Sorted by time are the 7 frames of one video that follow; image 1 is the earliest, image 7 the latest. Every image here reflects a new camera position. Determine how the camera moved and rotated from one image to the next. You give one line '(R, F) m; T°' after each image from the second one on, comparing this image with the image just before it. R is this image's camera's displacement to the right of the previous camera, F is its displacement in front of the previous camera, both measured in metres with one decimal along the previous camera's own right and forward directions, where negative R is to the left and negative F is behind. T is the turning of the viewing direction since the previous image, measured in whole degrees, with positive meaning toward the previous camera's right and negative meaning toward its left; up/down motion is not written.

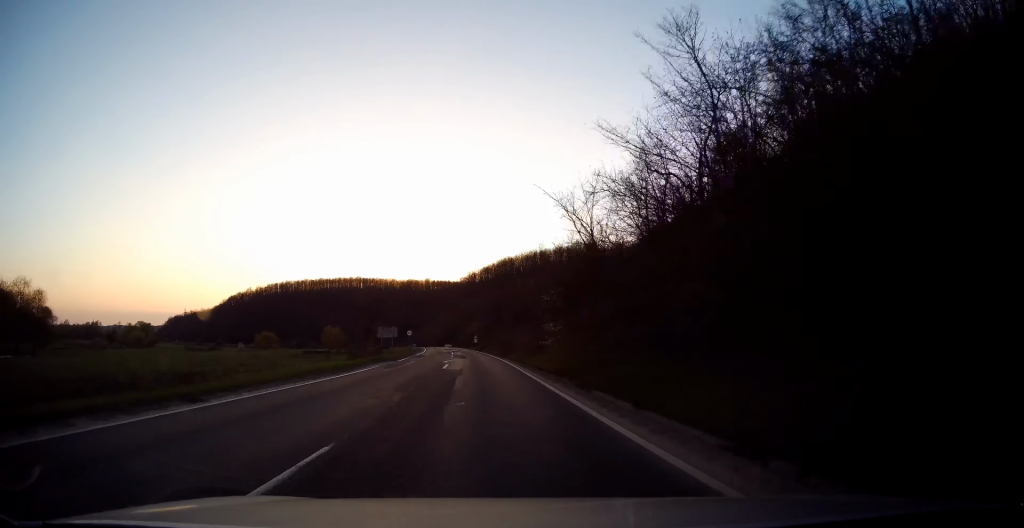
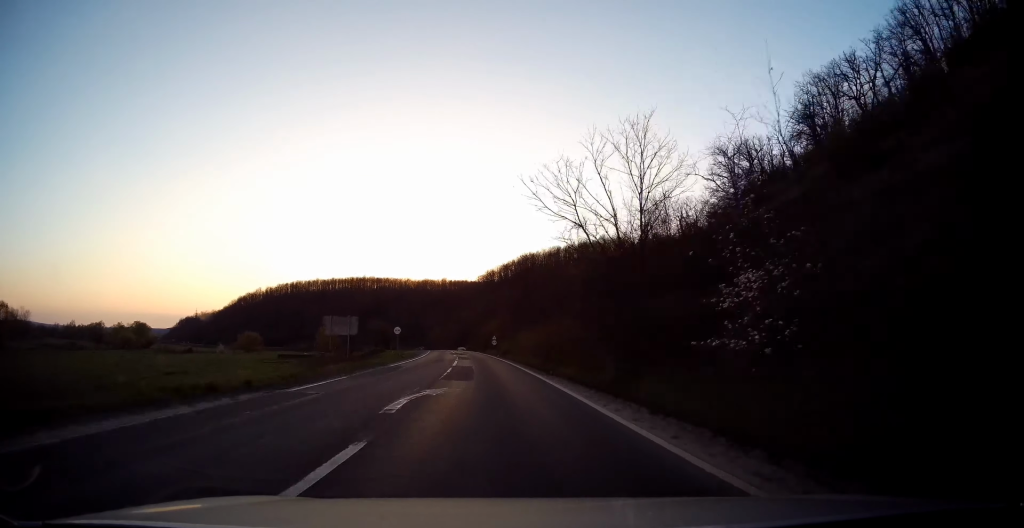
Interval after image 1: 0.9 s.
(-0.2, +23.4) m; -2°
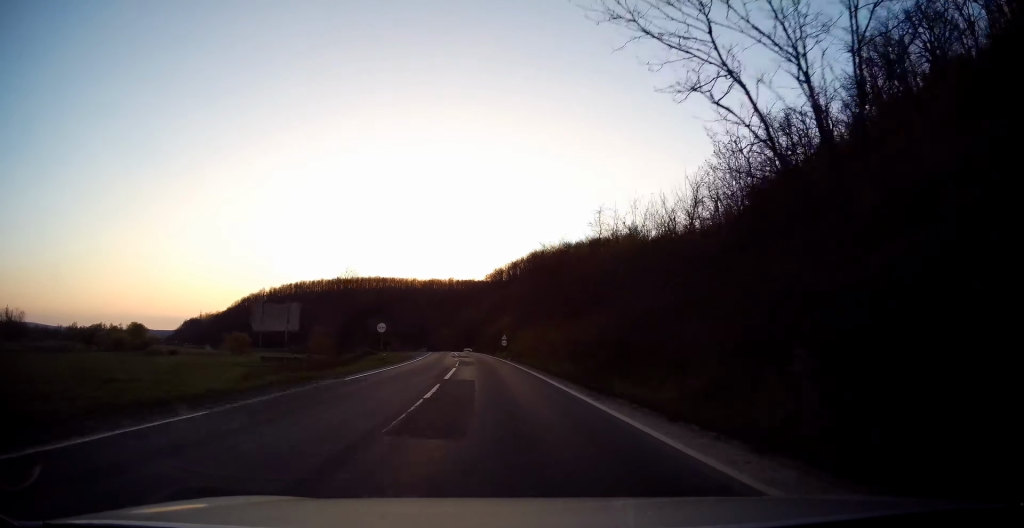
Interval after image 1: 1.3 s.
(-0.3, +11.2) m; -1°
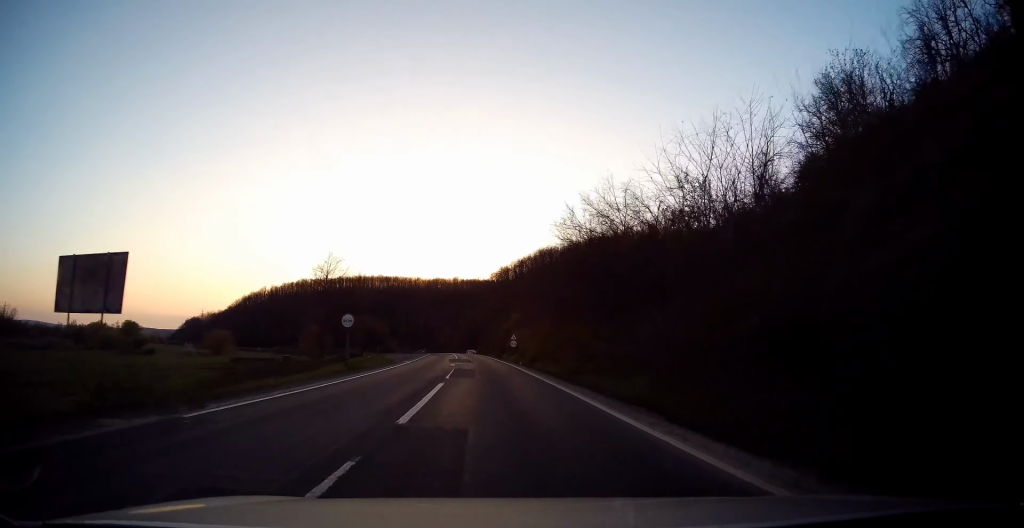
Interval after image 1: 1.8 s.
(-0.1, +11.1) m; -1°
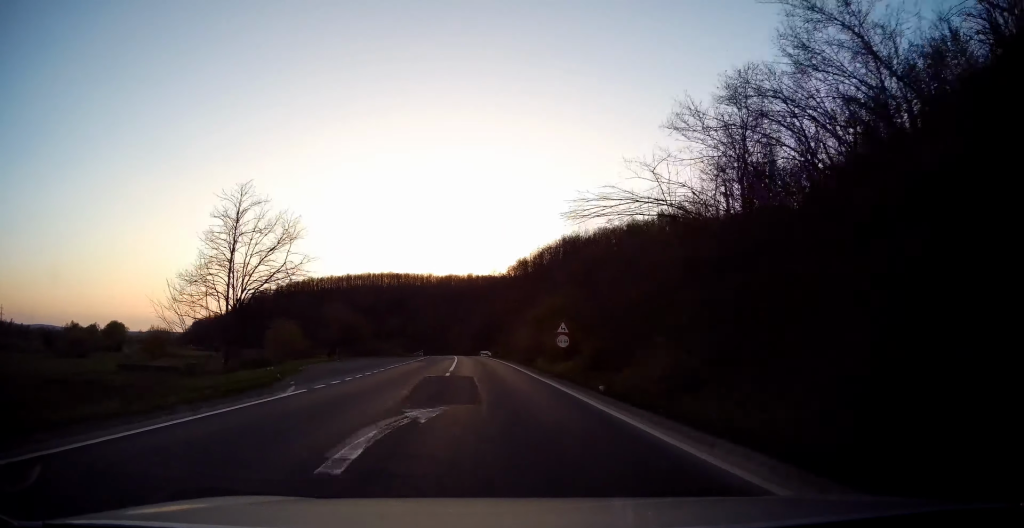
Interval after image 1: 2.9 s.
(-0.6, +28.0) m; -2°
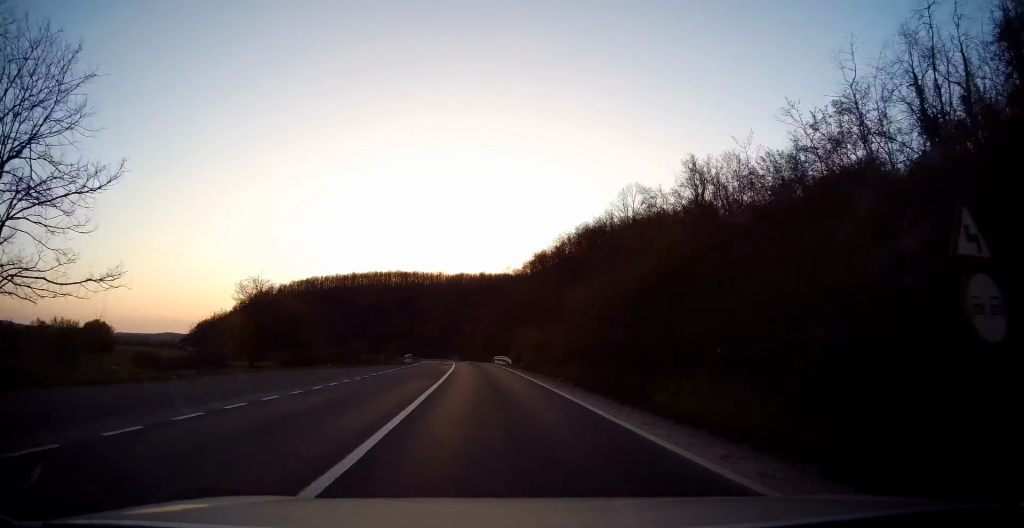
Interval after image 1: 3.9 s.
(-0.4, +26.1) m; 0°
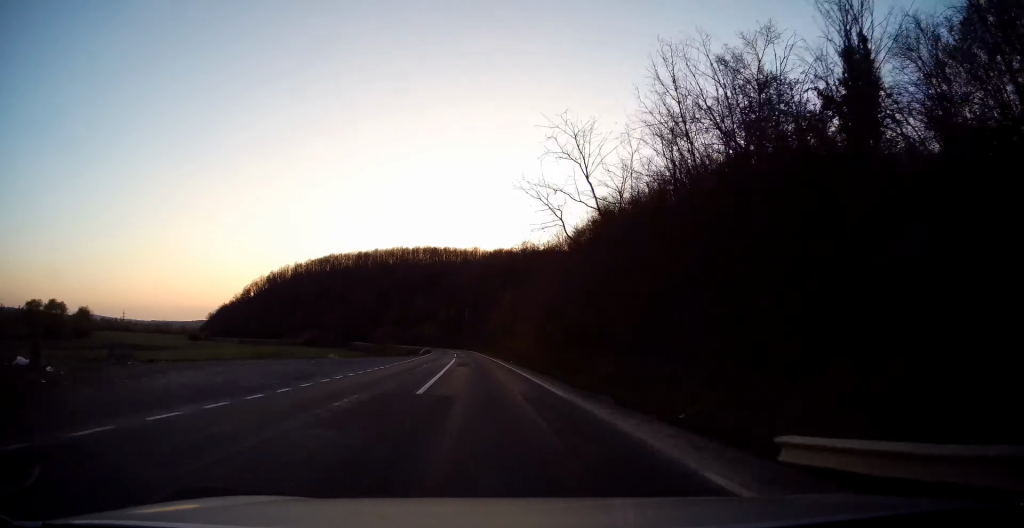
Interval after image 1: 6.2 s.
(-1.3, +58.4) m; -5°
